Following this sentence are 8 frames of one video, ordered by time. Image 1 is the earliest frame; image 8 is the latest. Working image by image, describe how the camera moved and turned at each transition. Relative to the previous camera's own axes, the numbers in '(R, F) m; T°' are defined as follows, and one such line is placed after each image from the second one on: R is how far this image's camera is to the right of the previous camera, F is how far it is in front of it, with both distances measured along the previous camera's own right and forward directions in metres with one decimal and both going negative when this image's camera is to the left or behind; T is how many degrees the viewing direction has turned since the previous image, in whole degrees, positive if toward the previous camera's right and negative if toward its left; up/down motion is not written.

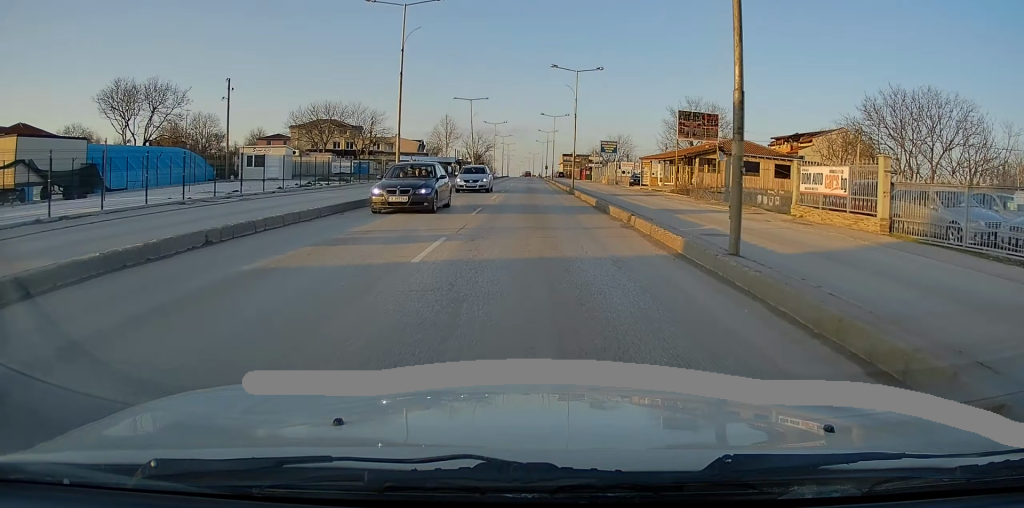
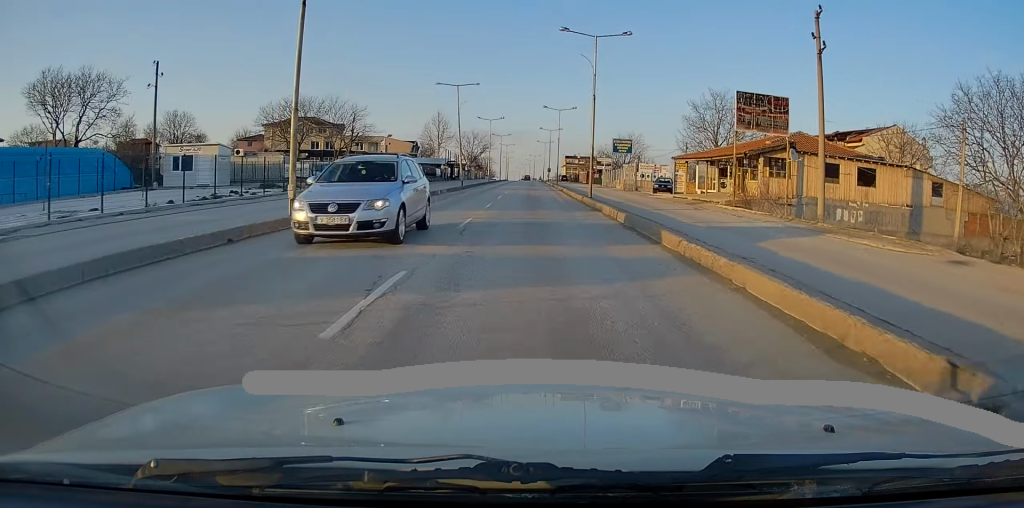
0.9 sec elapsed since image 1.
(0.0, +12.6) m; 0°
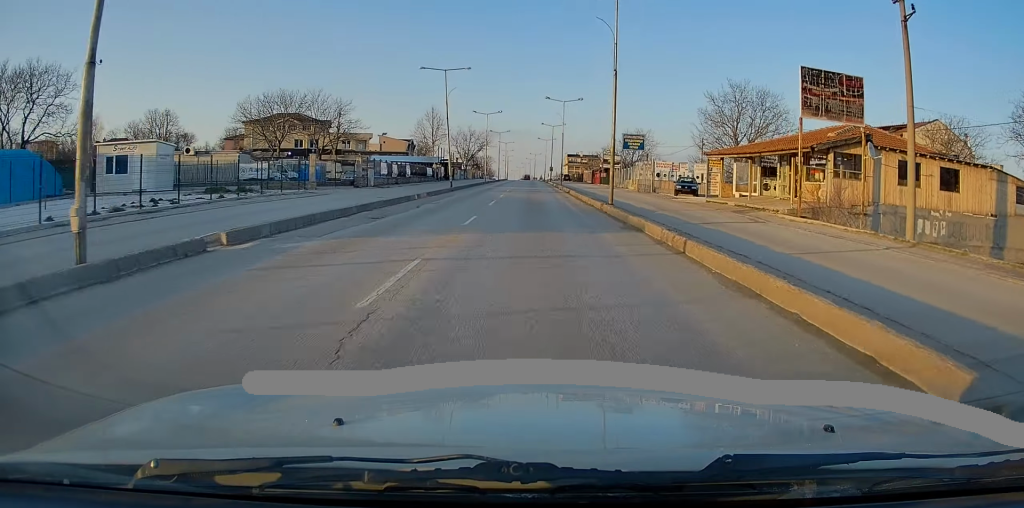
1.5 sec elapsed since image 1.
(0.0, +8.0) m; 0°
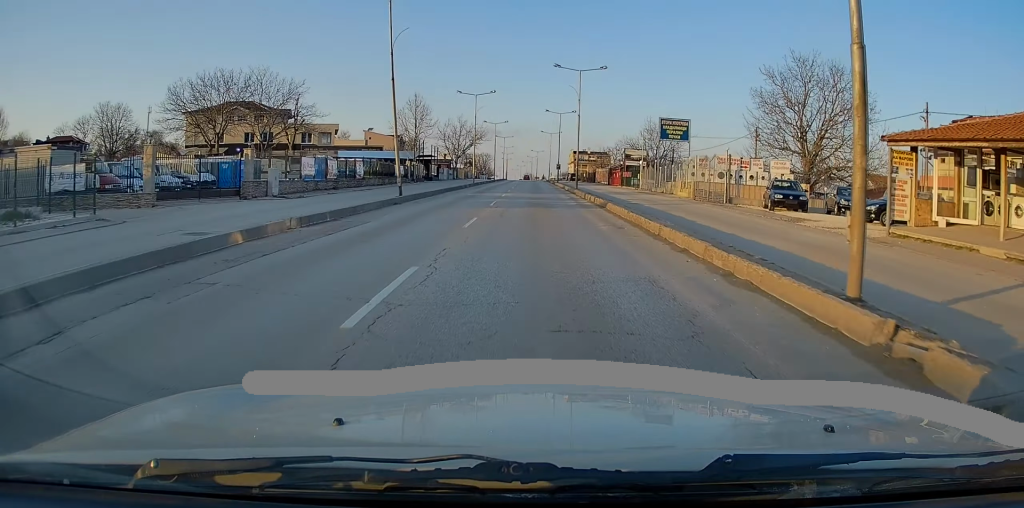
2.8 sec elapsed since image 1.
(-0.1, +18.8) m; 0°
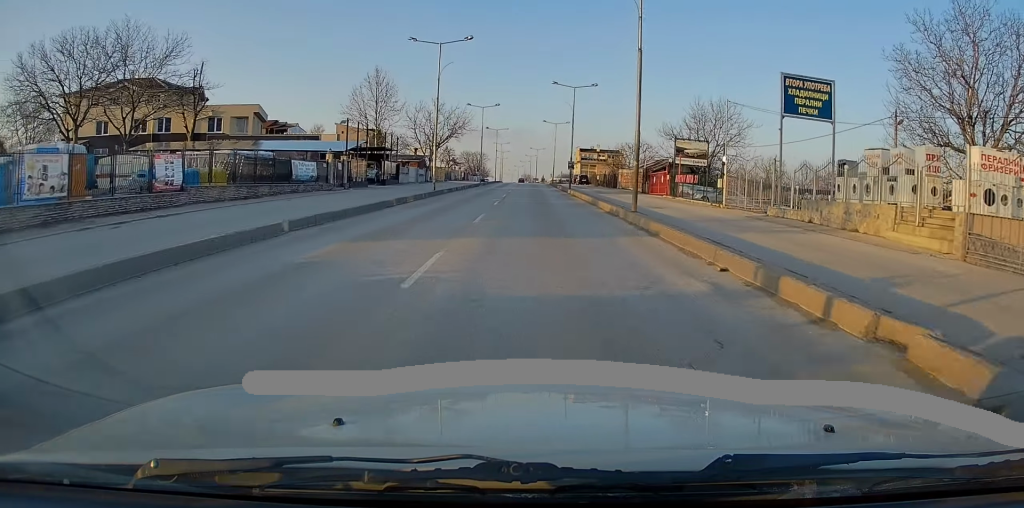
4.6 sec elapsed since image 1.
(+0.2, +24.9) m; +1°
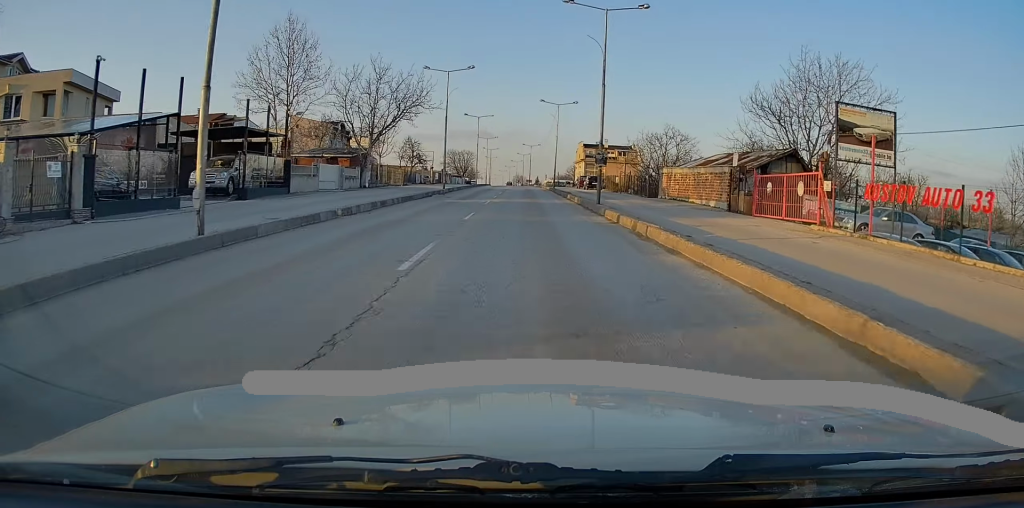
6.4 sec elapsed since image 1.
(+0.1, +25.7) m; 0°
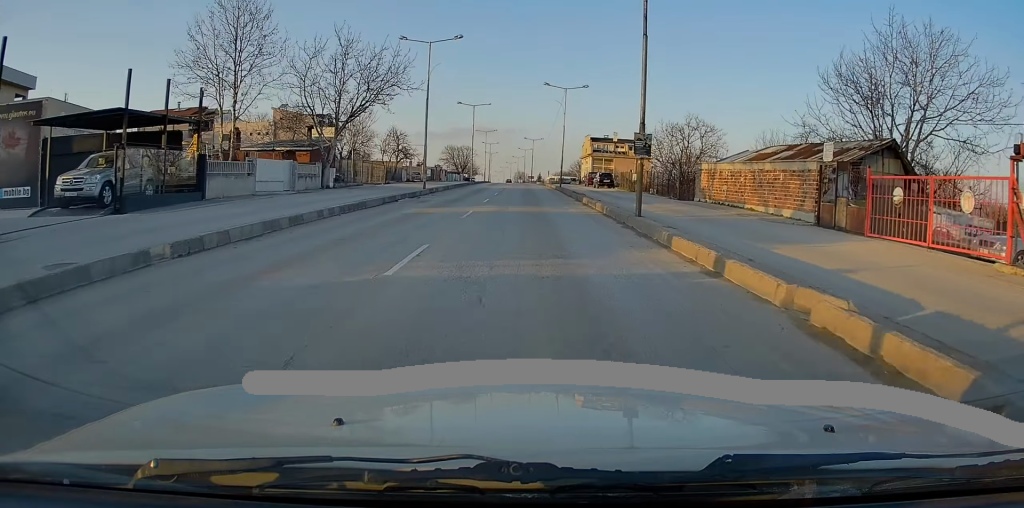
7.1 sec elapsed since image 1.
(0.0, +9.3) m; 0°
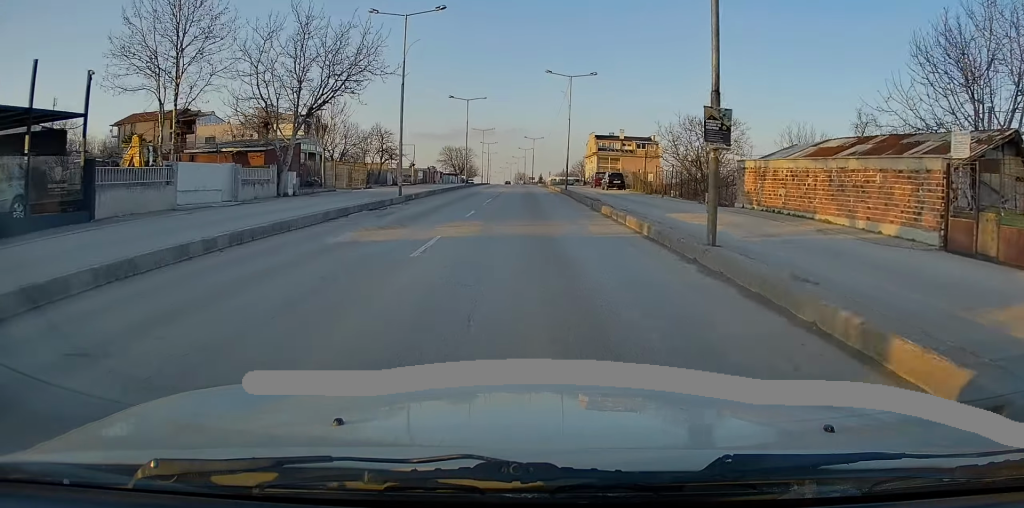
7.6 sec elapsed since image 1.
(0.0, +7.0) m; 0°
